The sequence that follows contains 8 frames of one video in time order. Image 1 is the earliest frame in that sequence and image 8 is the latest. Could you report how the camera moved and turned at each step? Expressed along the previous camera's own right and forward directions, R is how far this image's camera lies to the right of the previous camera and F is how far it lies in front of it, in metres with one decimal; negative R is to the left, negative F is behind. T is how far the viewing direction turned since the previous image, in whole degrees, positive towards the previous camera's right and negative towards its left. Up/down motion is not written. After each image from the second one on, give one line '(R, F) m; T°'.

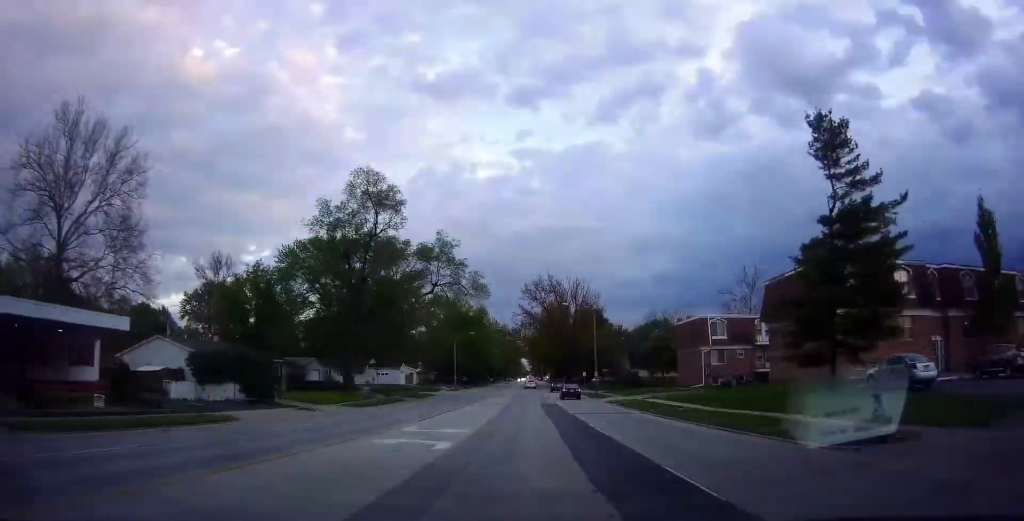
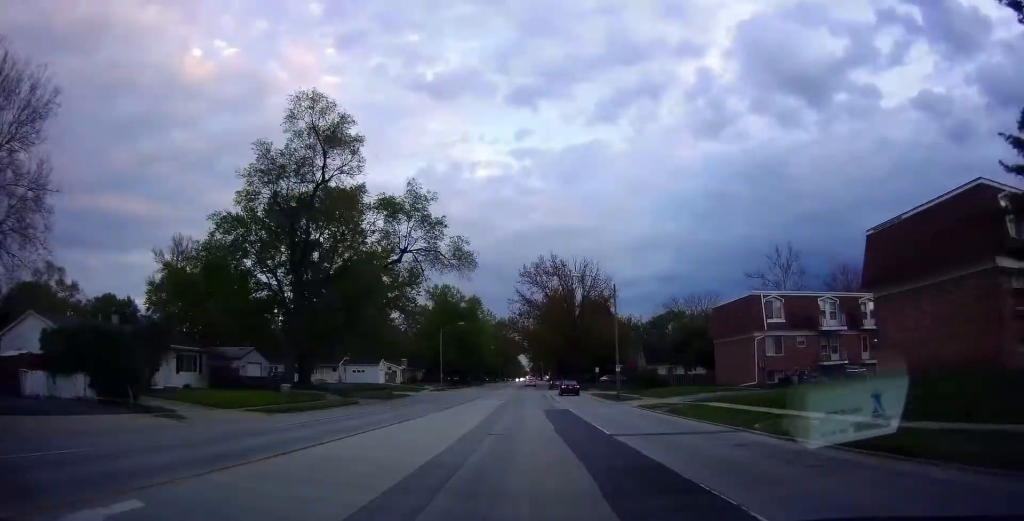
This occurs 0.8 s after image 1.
(-0.6, +14.4) m; 0°
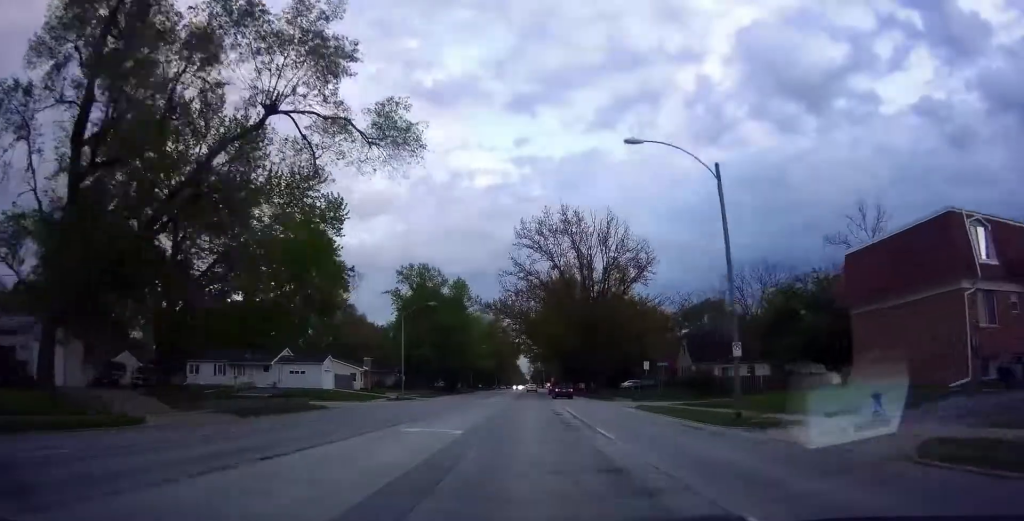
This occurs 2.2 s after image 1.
(+1.2, +25.9) m; +2°
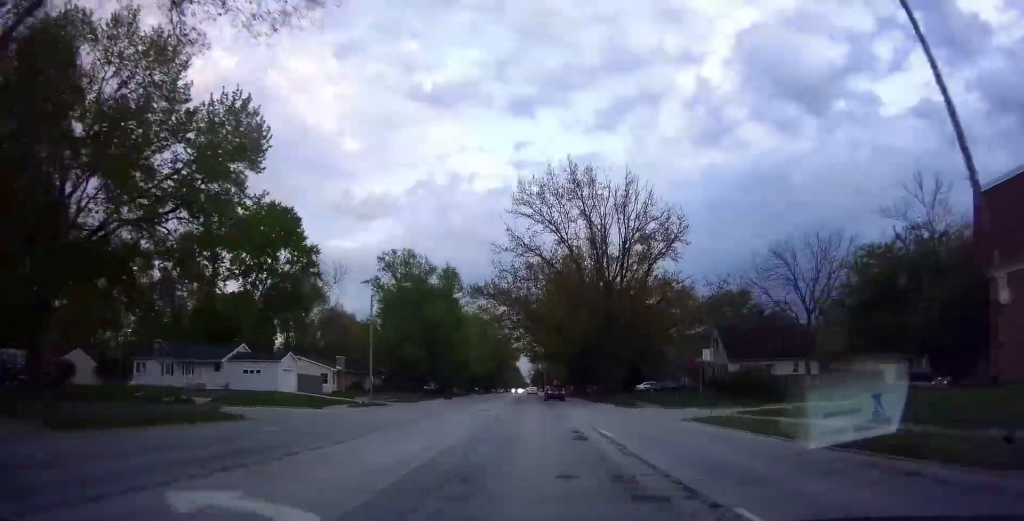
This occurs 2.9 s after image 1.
(0.0, +12.2) m; -1°
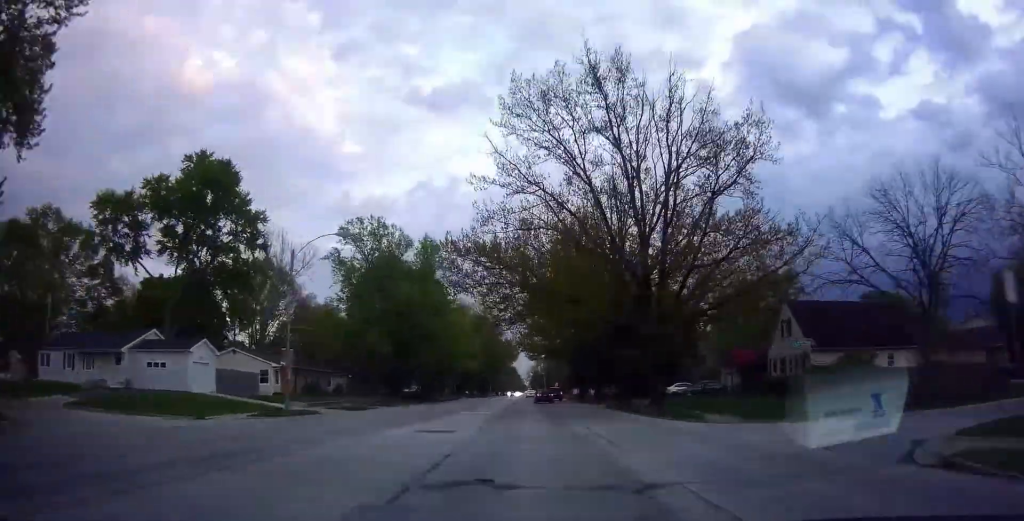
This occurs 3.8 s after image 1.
(-0.3, +16.5) m; 0°
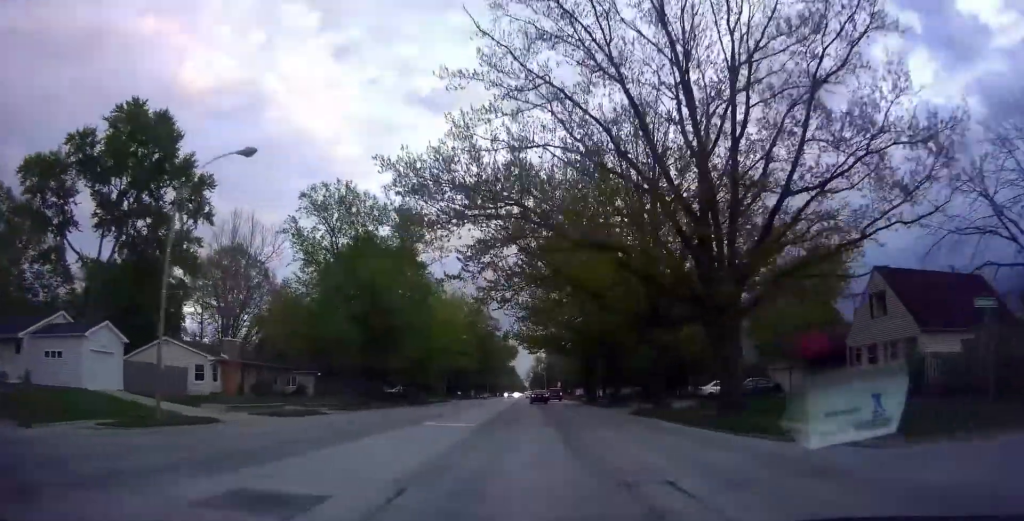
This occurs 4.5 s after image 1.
(+0.3, +12.1) m; +1°
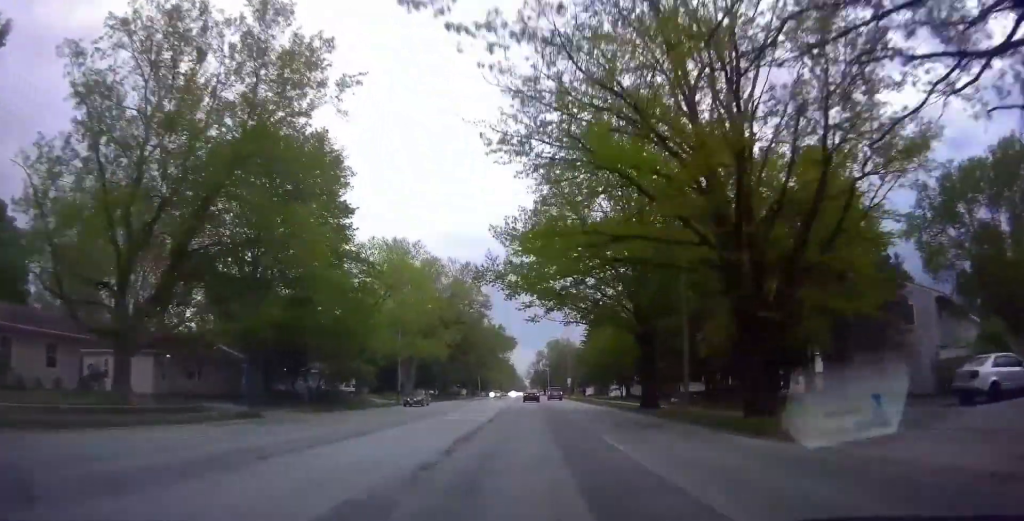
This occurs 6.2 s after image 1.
(+0.2, +30.8) m; 0°
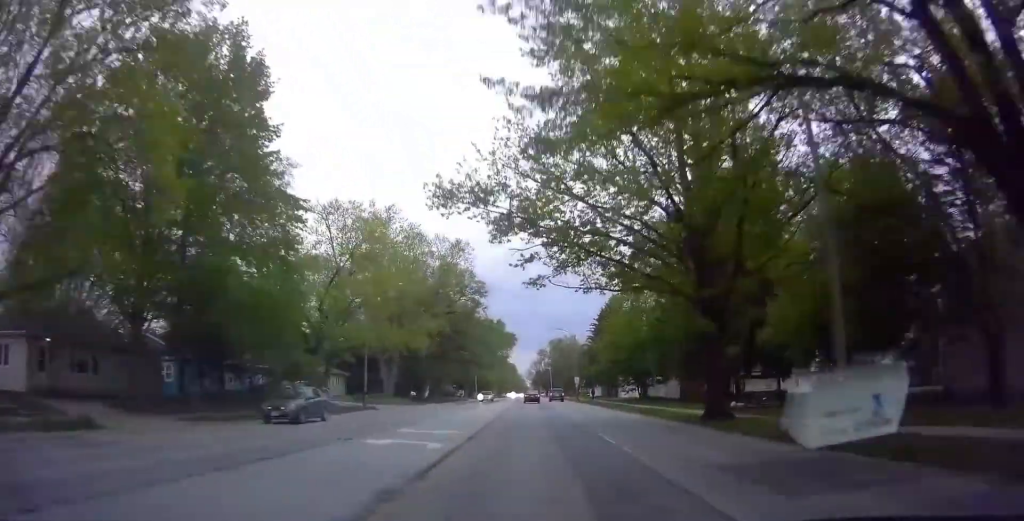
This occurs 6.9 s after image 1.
(0.0, +12.2) m; 0°
